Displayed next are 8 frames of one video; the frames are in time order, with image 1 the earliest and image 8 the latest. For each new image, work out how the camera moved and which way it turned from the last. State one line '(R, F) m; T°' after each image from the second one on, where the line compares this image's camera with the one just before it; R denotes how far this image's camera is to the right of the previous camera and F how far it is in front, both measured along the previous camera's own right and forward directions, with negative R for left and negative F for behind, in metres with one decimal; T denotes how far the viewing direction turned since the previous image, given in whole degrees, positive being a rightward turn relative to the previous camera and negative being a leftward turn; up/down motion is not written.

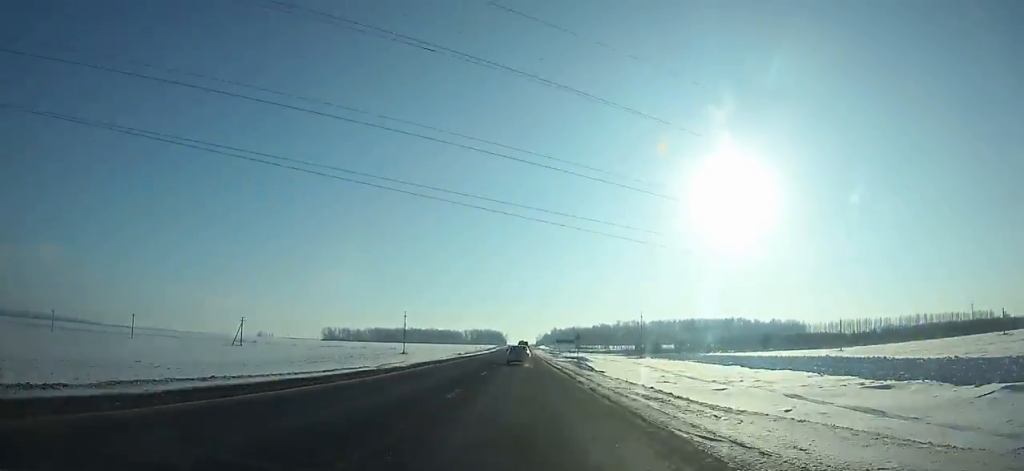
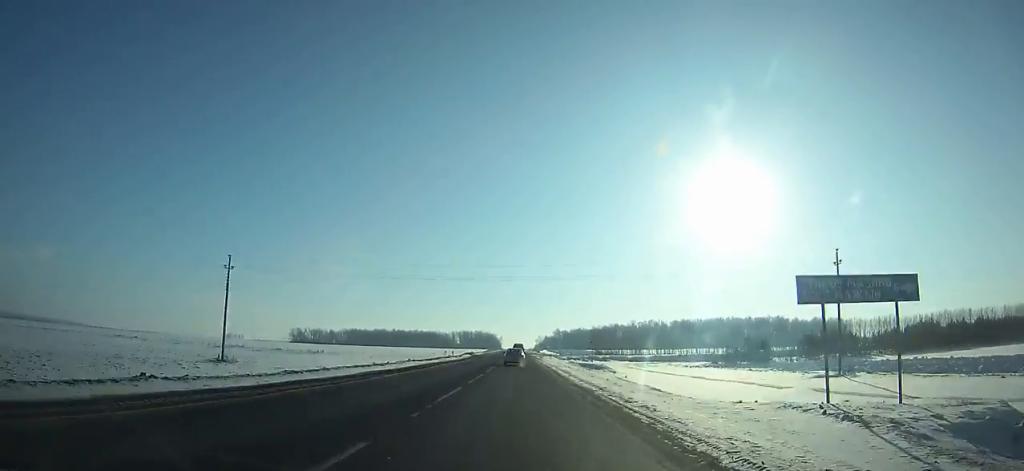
(0.0, +96.3) m; 0°
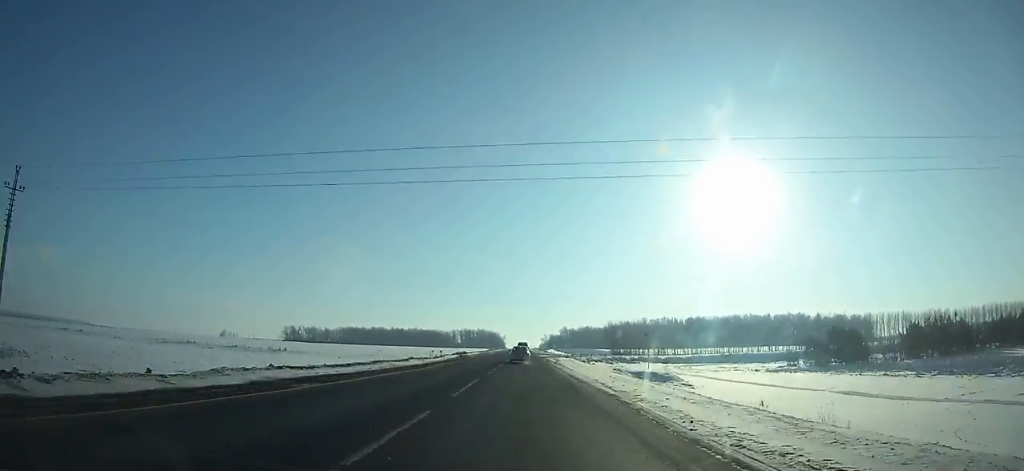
(-0.1, +31.8) m; 0°
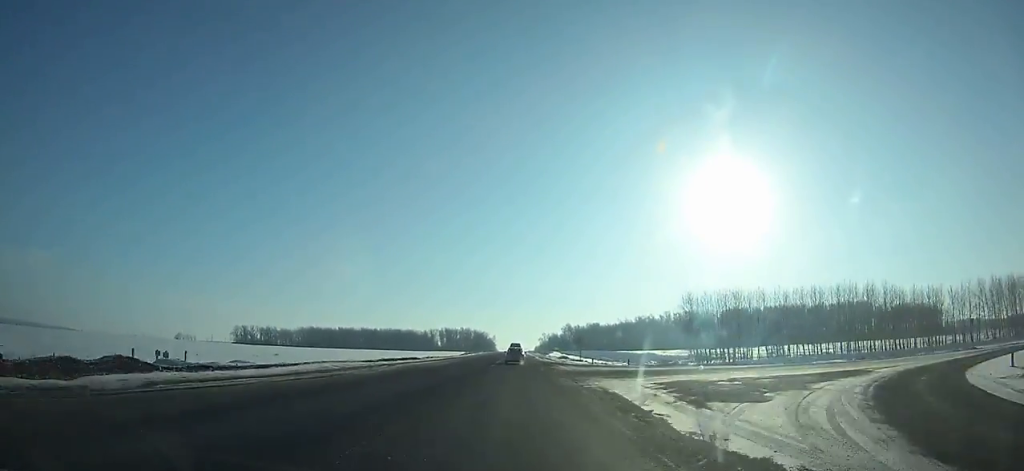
(+0.3, +101.1) m; 0°
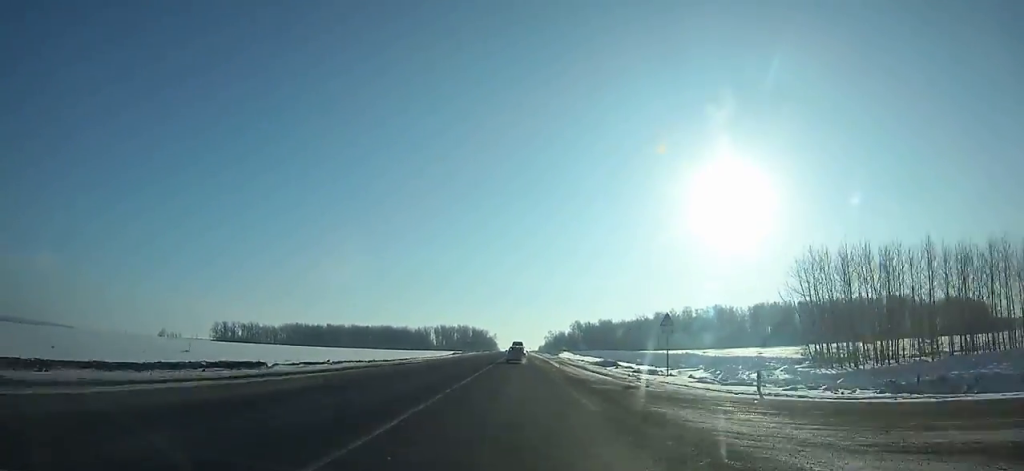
(-0.1, +43.7) m; 0°
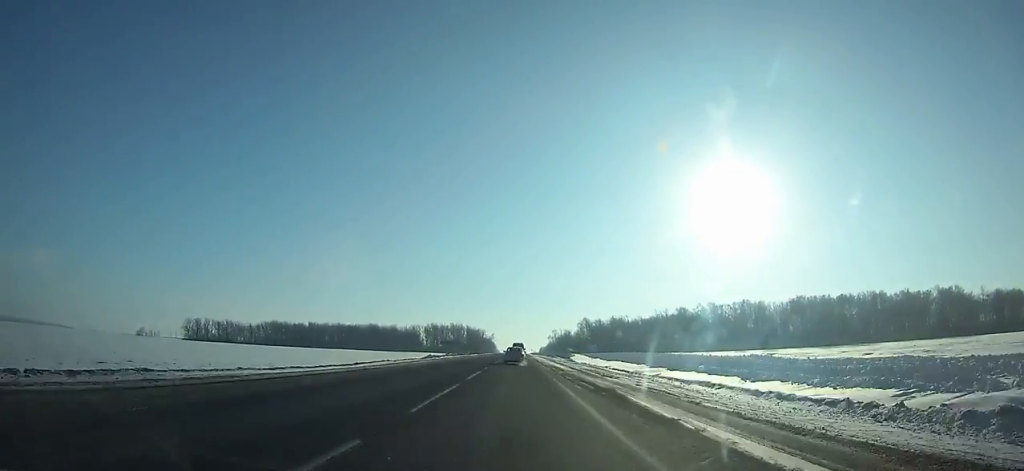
(0.0, +45.5) m; 0°
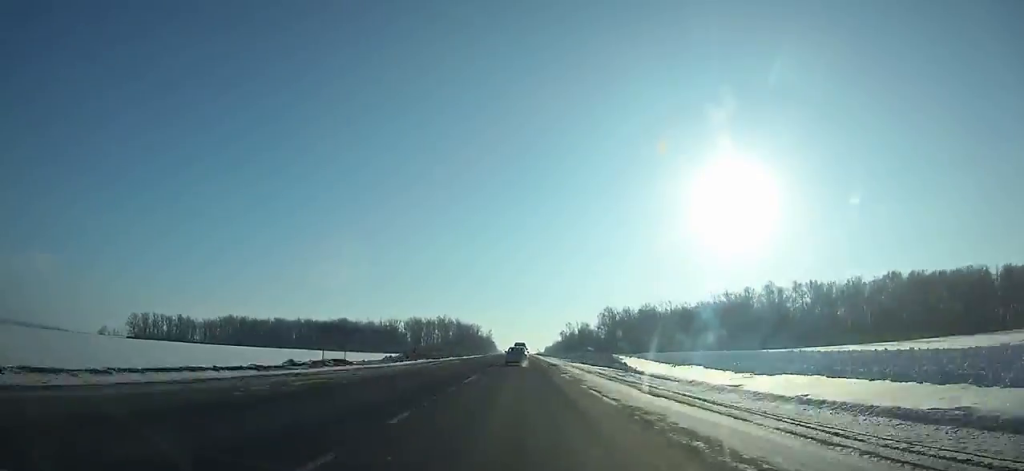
(-0.2, +73.0) m; 0°
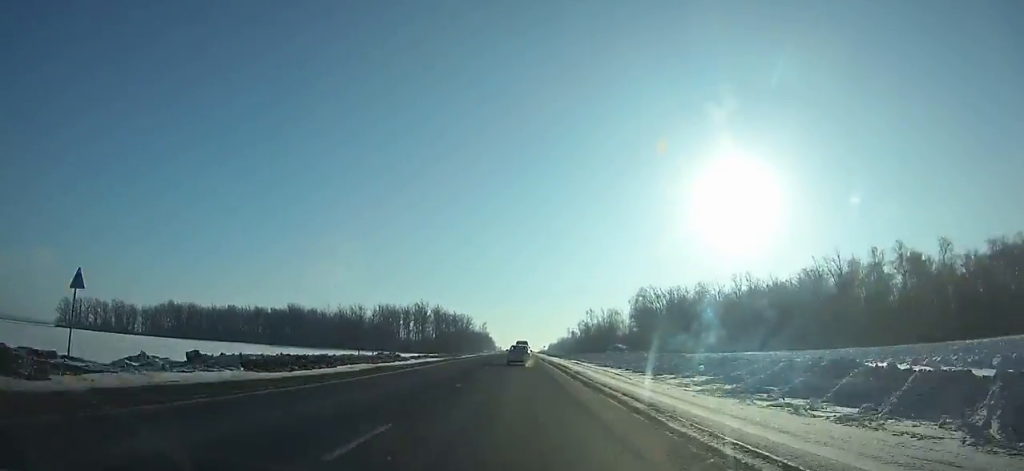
(-0.1, +67.8) m; 0°
